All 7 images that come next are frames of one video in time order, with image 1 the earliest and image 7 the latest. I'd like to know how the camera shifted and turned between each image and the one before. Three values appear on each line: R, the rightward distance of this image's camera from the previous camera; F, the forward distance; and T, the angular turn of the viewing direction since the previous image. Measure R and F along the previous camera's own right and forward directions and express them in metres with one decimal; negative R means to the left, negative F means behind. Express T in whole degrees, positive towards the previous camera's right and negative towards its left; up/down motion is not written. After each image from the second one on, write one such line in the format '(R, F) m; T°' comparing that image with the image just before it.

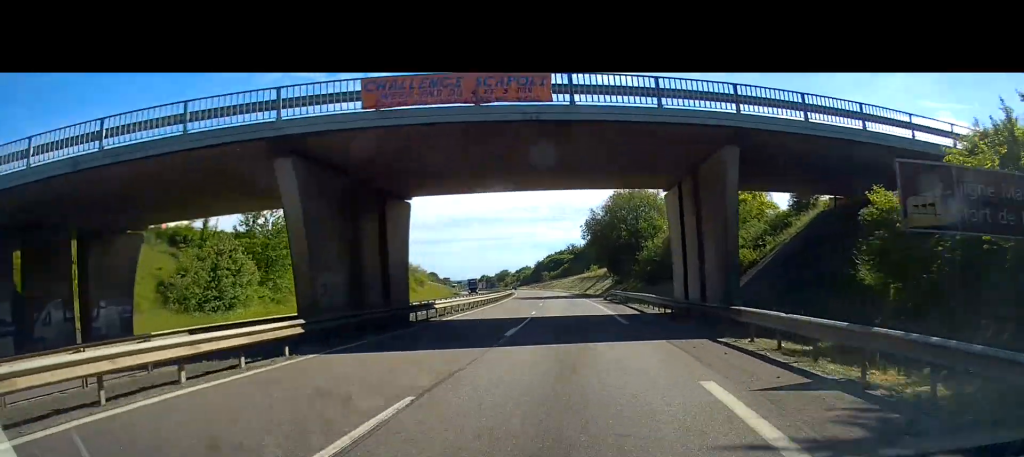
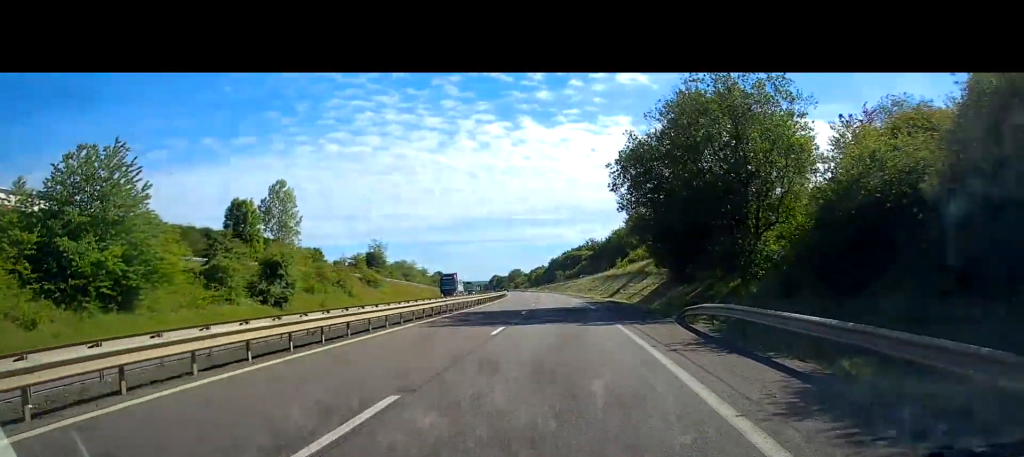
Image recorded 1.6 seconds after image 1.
(-0.7, +39.8) m; -2°
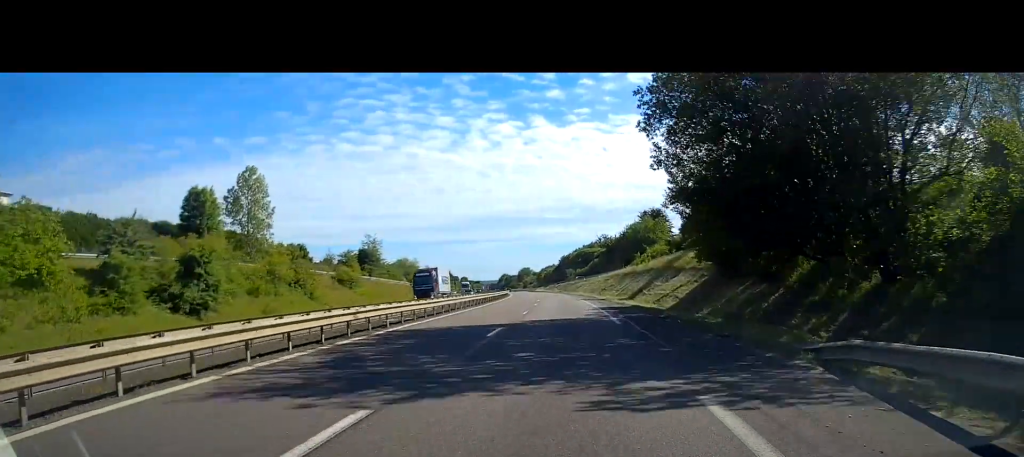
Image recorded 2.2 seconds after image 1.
(-0.1, +14.2) m; -1°
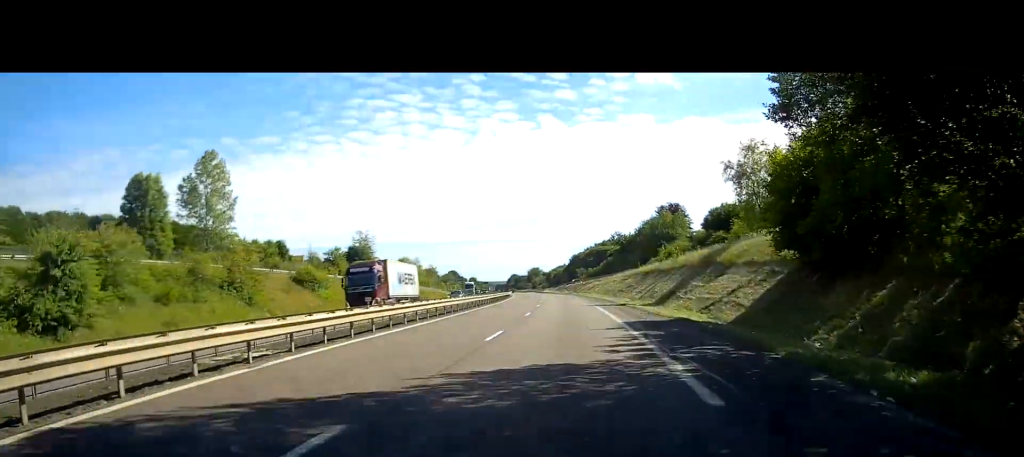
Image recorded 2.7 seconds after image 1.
(-0.1, +14.2) m; -1°
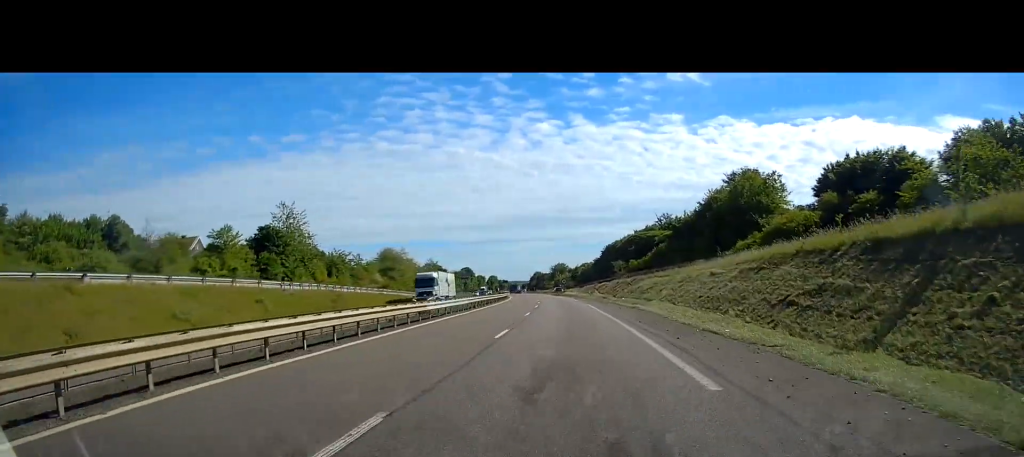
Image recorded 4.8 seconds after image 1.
(-1.4, +51.8) m; -3°
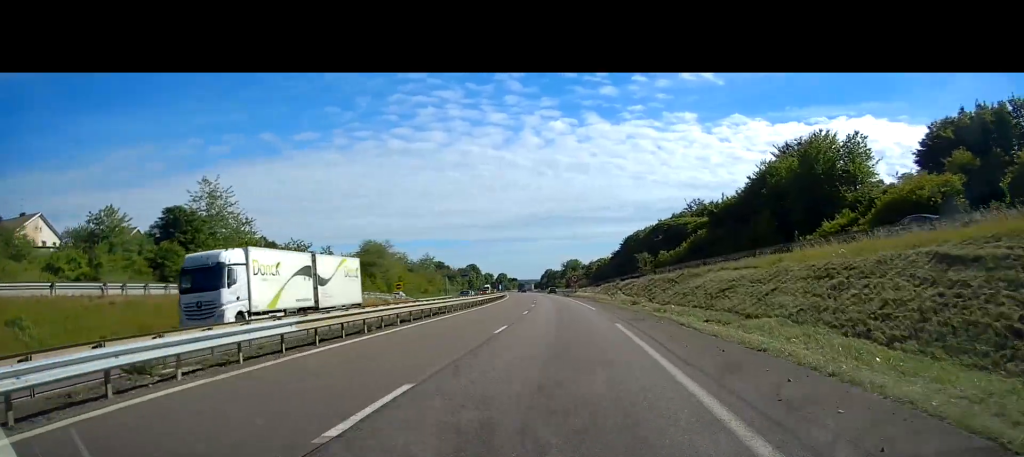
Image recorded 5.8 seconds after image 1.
(-0.3, +24.9) m; -2°
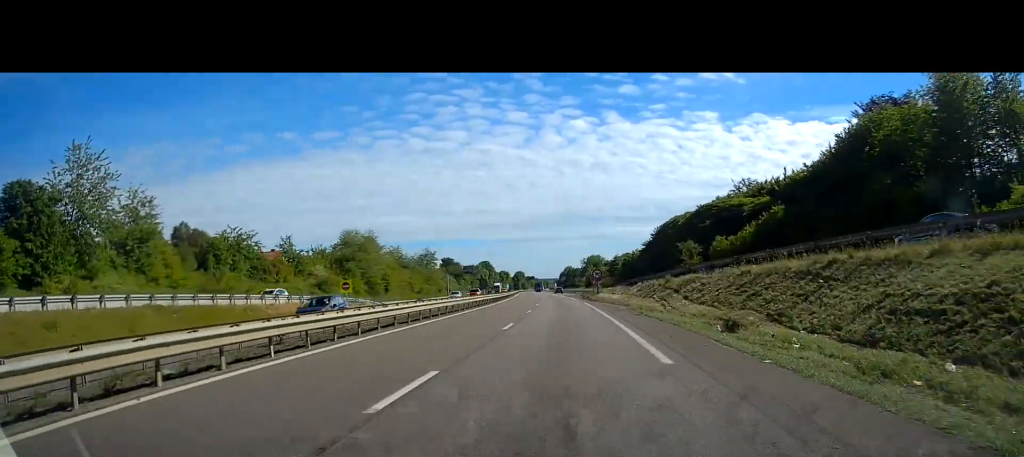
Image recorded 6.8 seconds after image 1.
(-0.5, +24.9) m; -2°
